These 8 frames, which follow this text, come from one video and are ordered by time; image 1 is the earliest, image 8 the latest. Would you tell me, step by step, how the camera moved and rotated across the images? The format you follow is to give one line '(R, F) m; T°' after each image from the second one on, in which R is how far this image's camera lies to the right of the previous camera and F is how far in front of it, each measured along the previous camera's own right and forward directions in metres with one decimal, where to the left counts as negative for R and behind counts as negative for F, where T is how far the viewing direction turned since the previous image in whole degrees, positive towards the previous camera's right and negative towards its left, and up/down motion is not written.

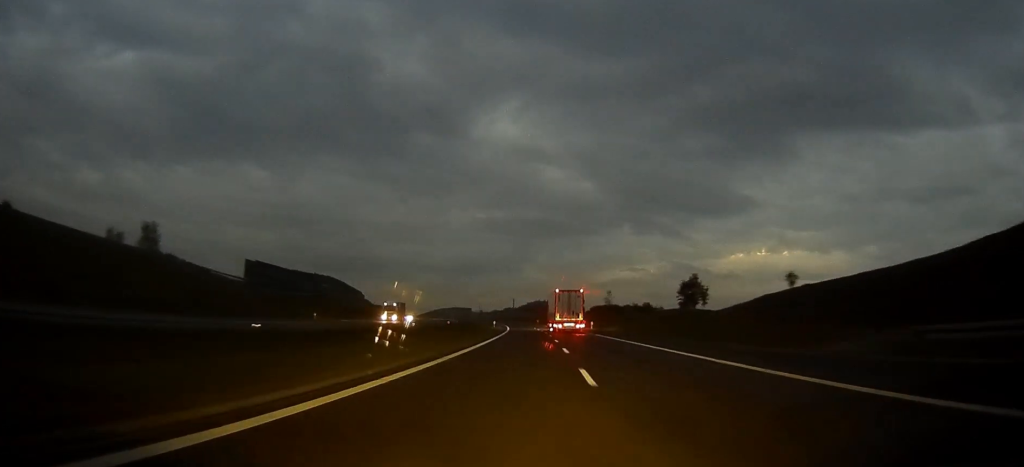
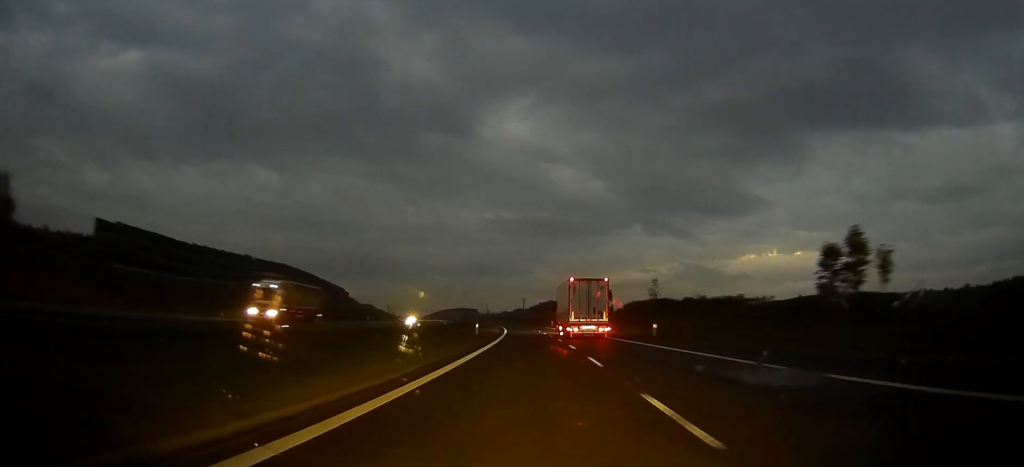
(-0.9, +45.4) m; -2°
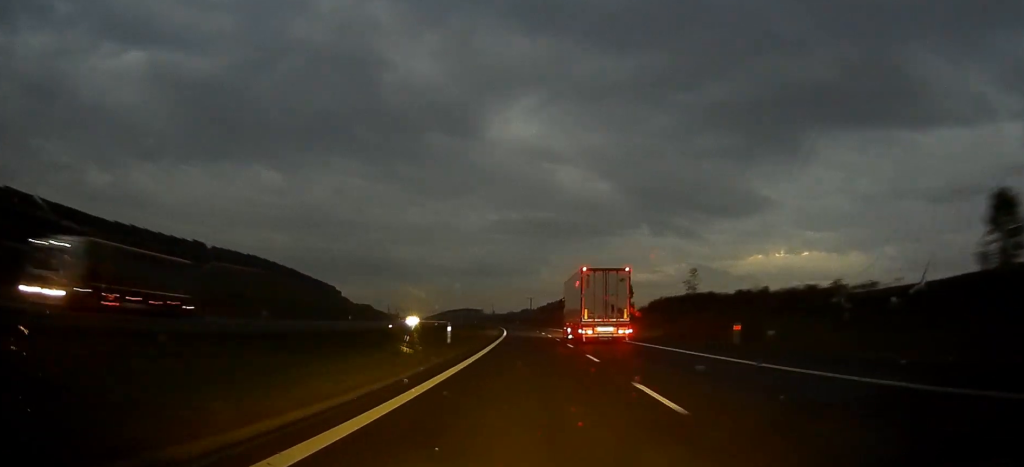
(-0.2, +21.4) m; -1°
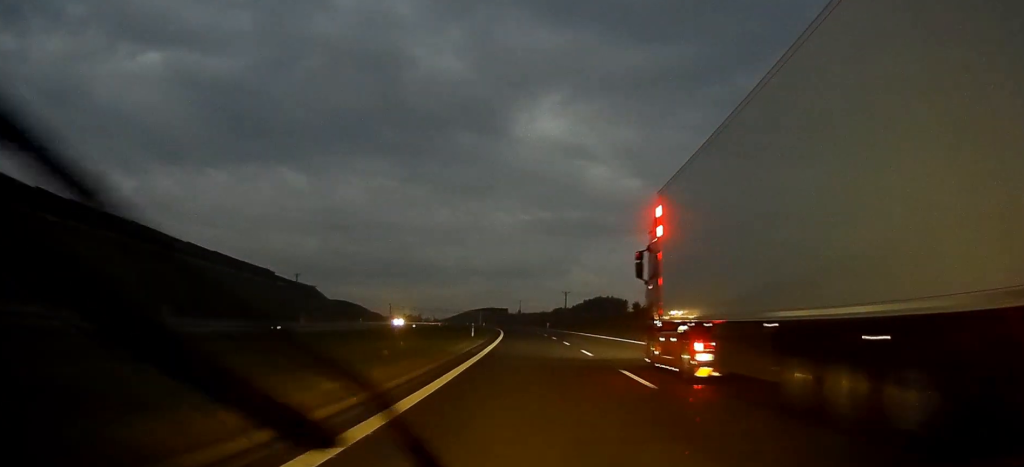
(+0.6, +80.2) m; -1°
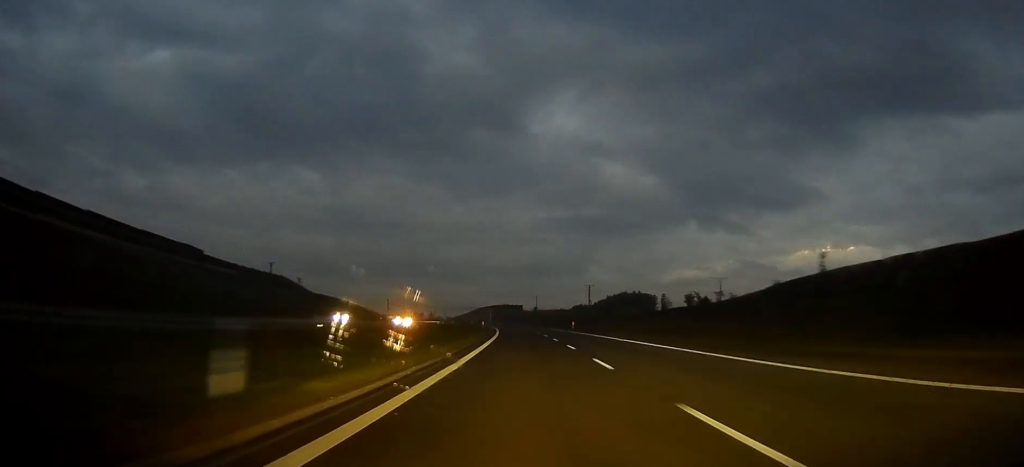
(-1.2, +42.9) m; -2°
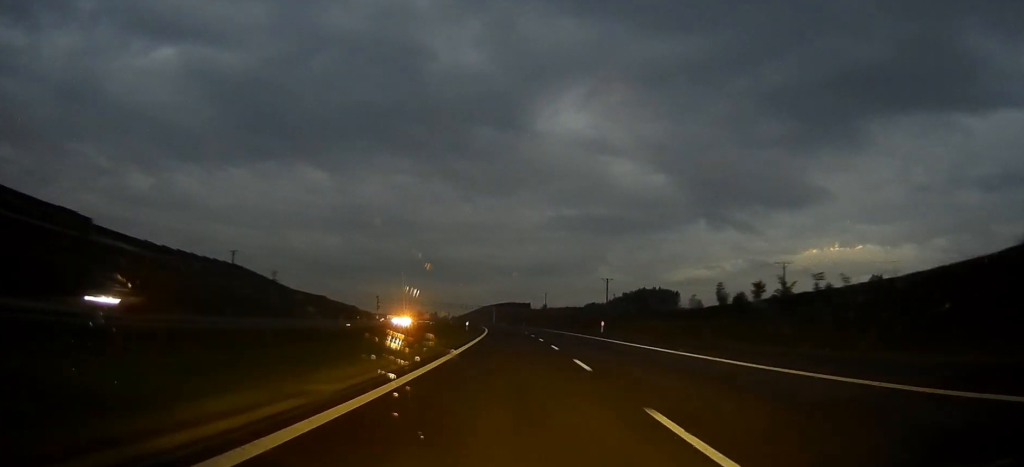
(-0.4, +36.2) m; -1°
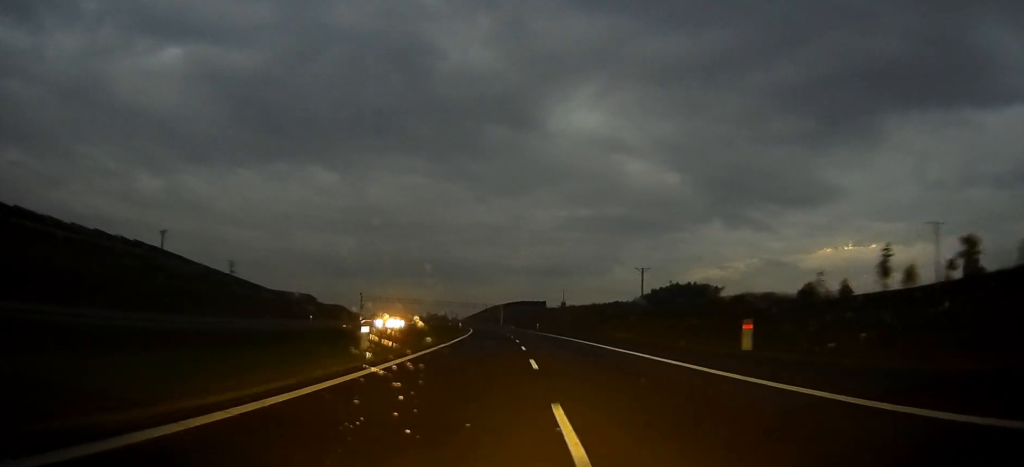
(-0.4, +47.0) m; -1°
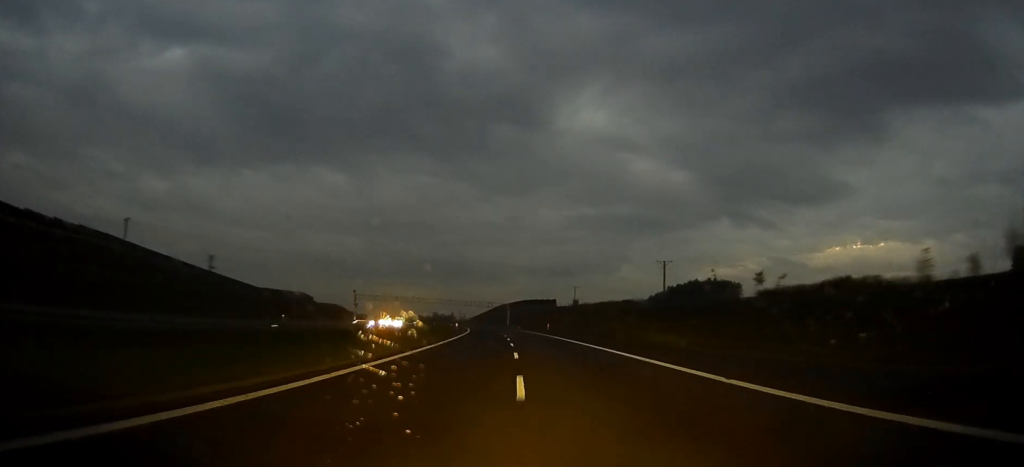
(-0.1, +18.8) m; -1°
